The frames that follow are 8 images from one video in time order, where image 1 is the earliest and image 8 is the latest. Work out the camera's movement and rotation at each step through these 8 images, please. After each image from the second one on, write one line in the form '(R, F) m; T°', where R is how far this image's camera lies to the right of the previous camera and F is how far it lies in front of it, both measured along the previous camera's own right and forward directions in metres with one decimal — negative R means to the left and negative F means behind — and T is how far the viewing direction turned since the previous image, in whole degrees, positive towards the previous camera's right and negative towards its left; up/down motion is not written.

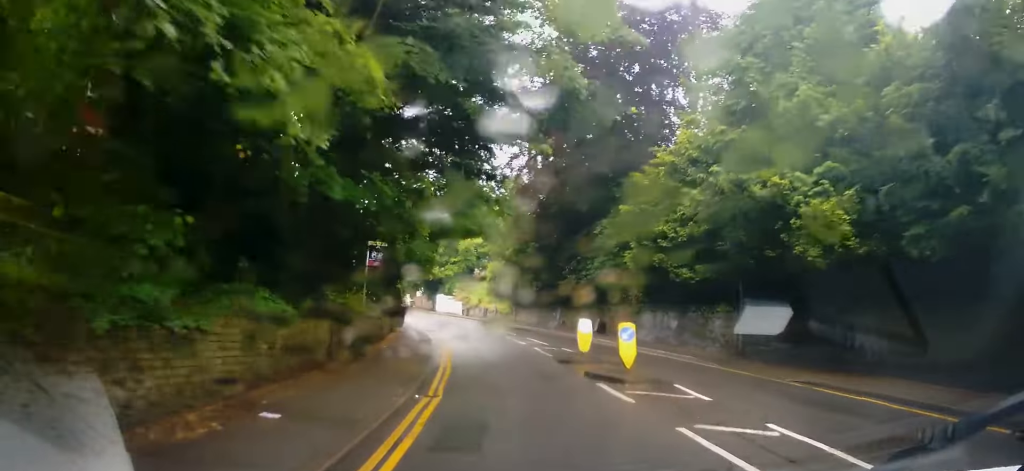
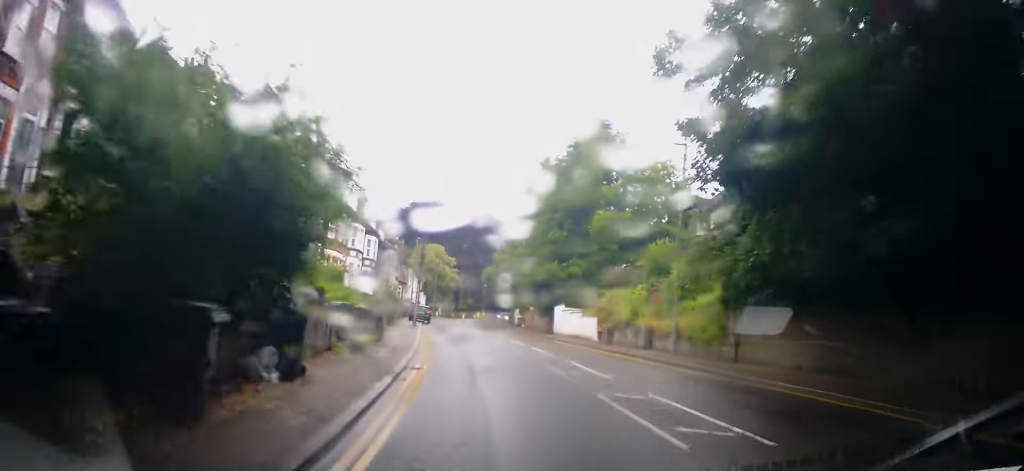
(-2.7, +28.1) m; -9°
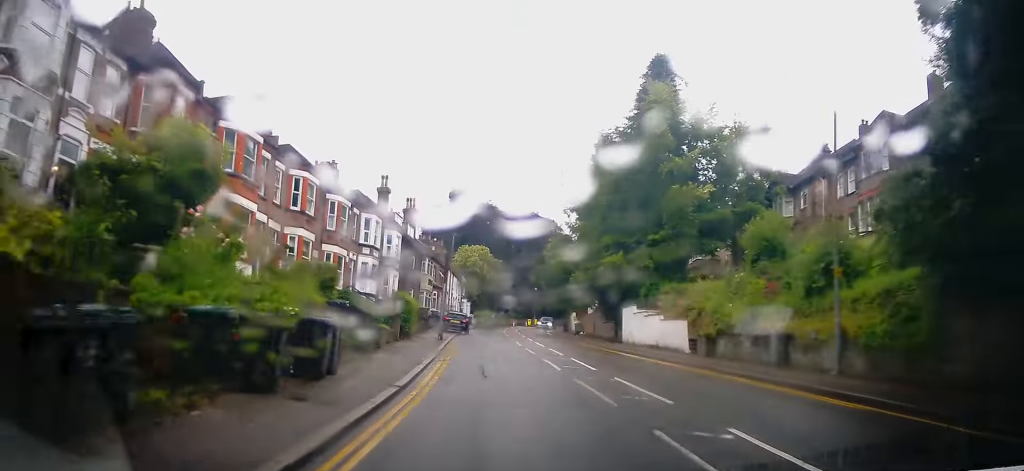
(-0.3, +9.4) m; -5°
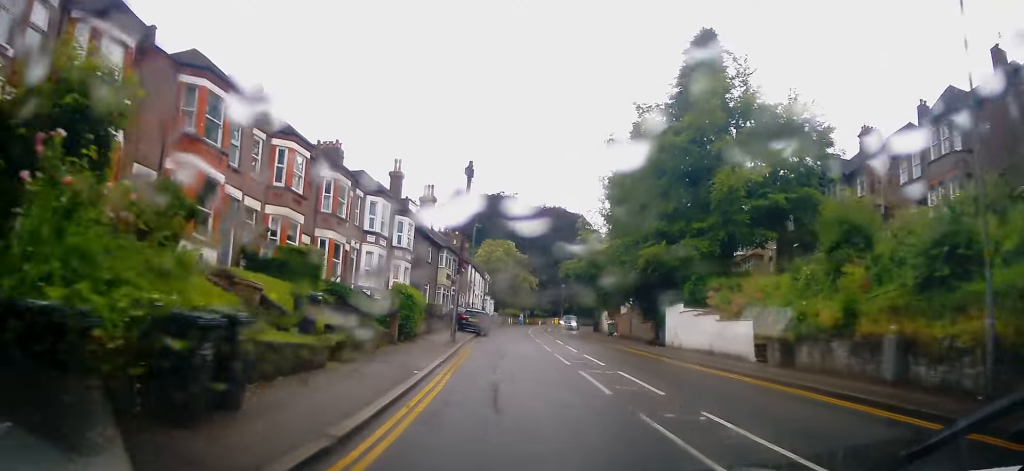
(-0.2, +4.7) m; -3°
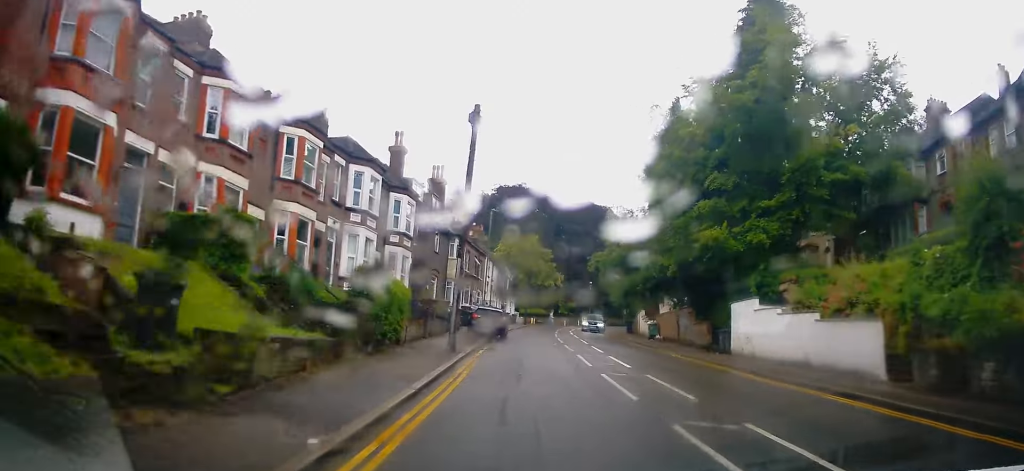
(-0.2, +7.0) m; -4°
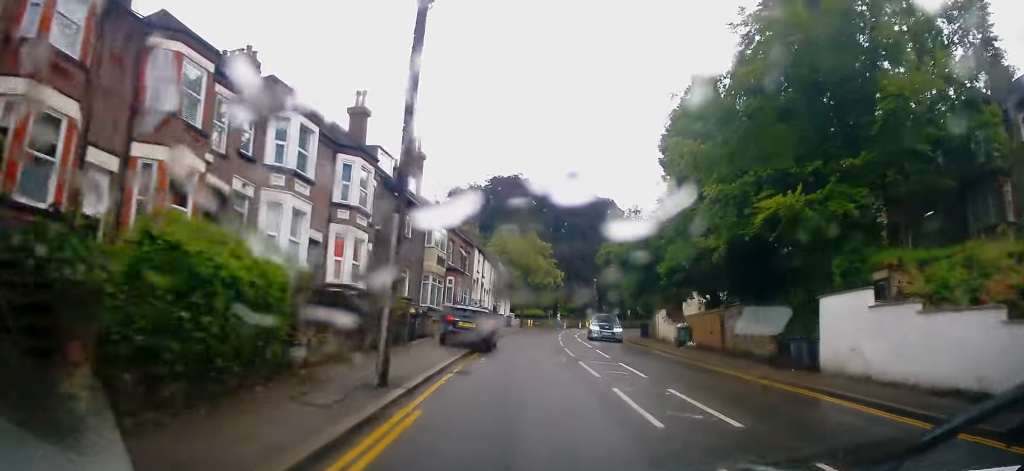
(-0.3, +7.8) m; -1°
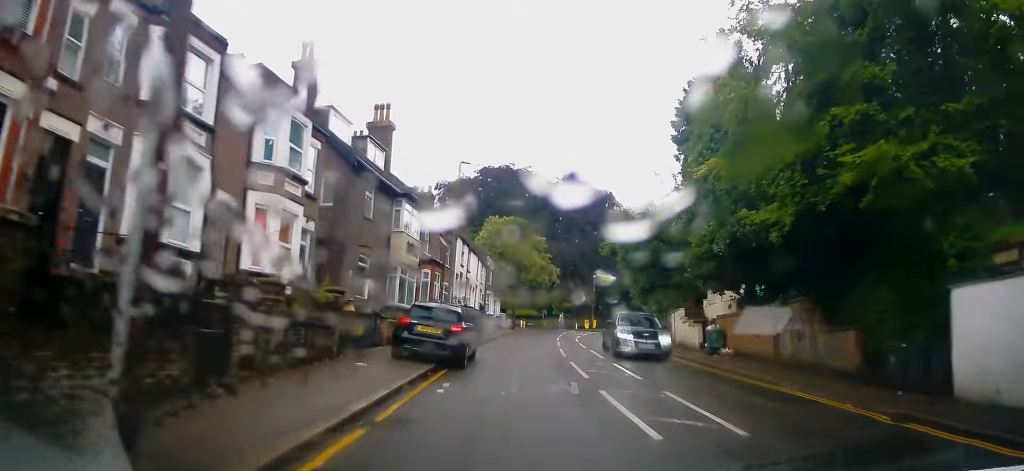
(0.0, +6.2) m; 0°
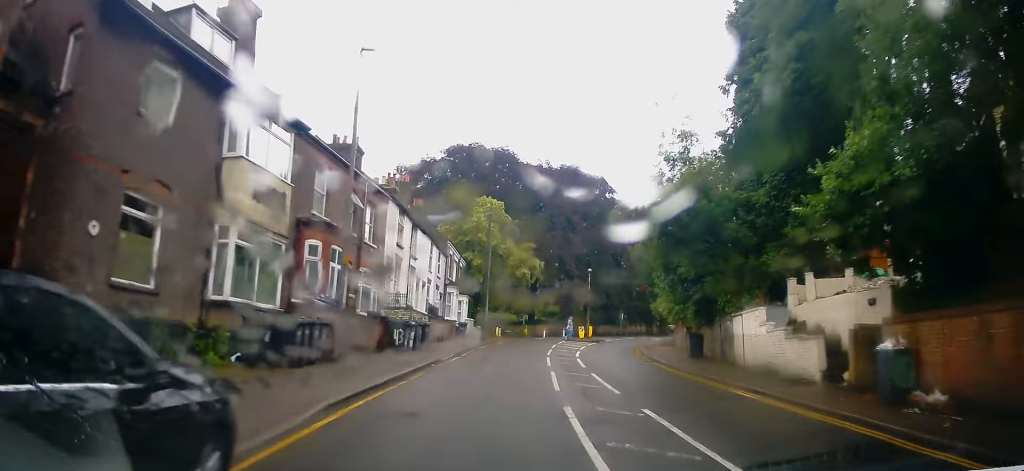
(+0.3, +14.0) m; 0°
